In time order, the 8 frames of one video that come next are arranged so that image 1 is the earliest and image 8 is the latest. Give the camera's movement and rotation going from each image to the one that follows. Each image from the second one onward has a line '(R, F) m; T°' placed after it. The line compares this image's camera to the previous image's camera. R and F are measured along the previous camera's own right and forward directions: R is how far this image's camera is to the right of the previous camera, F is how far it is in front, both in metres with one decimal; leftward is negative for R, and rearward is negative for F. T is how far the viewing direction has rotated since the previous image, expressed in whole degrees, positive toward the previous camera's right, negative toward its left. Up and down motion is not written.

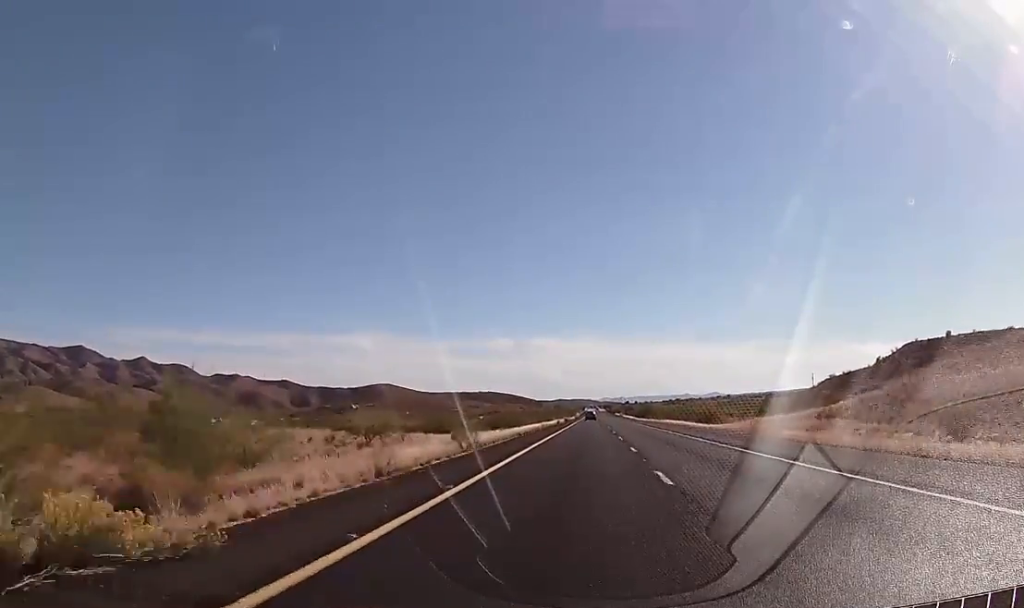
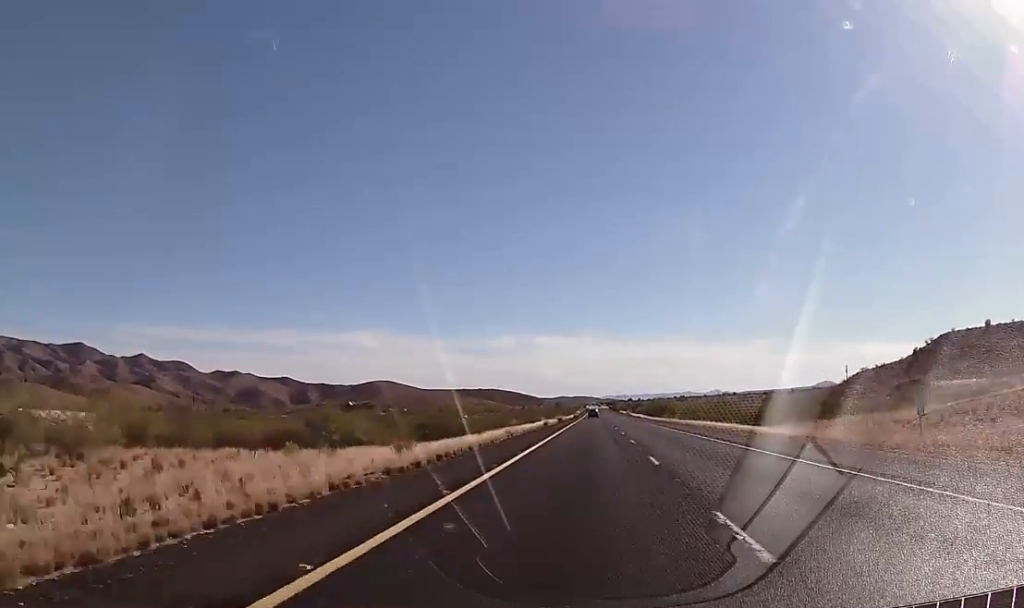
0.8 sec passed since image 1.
(-0.5, +31.6) m; -1°
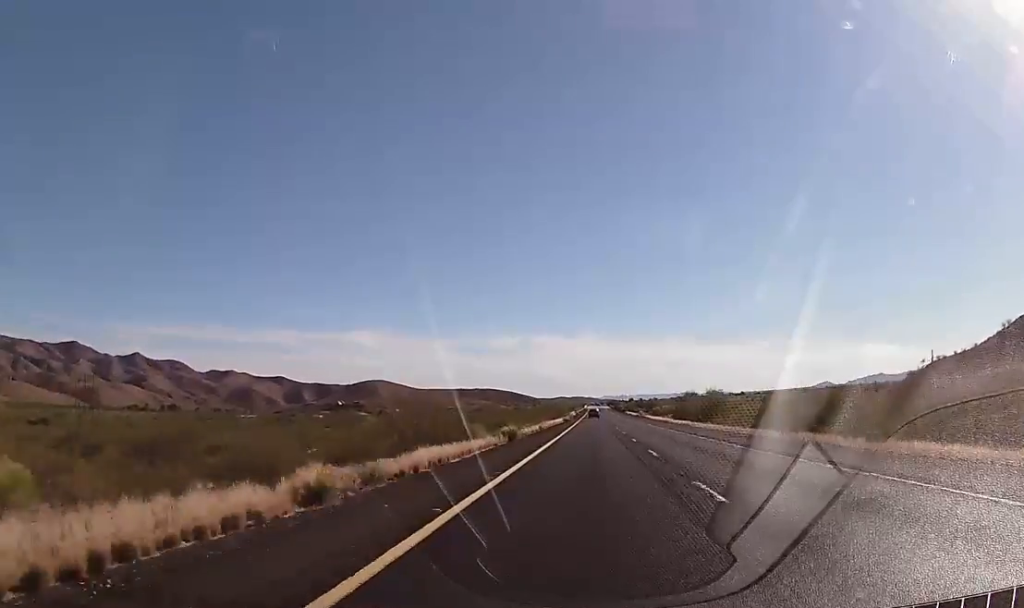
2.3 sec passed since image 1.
(+0.1, +56.8) m; 0°
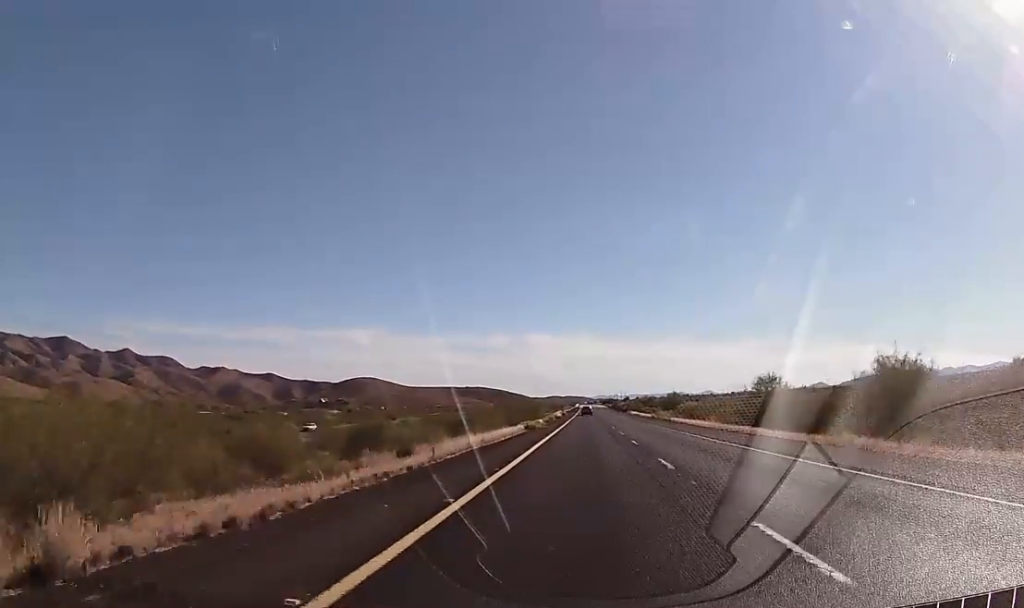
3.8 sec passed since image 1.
(+0.4, +54.0) m; +1°
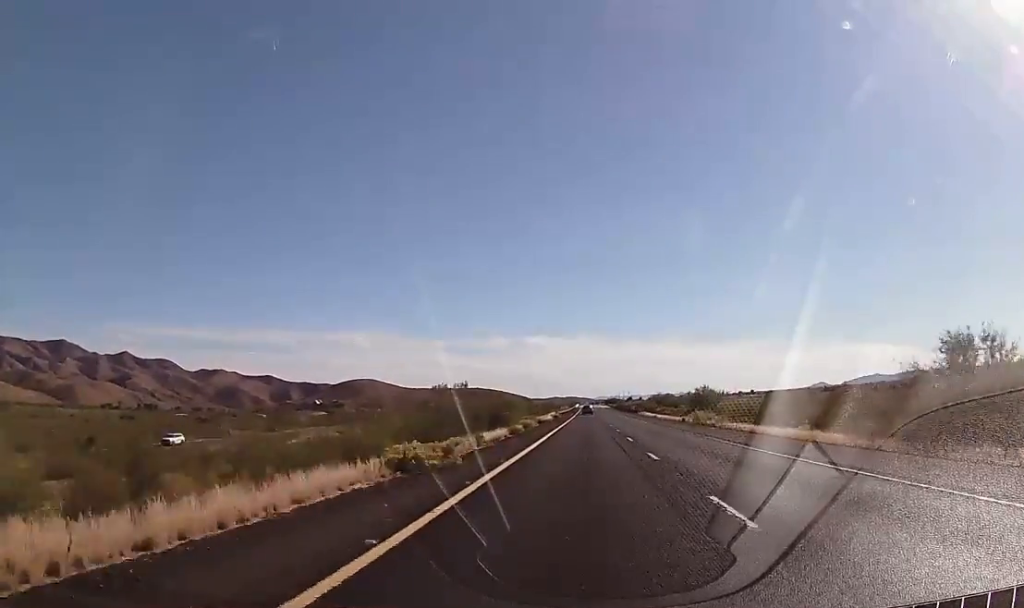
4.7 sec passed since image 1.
(0.0, +34.1) m; 0°
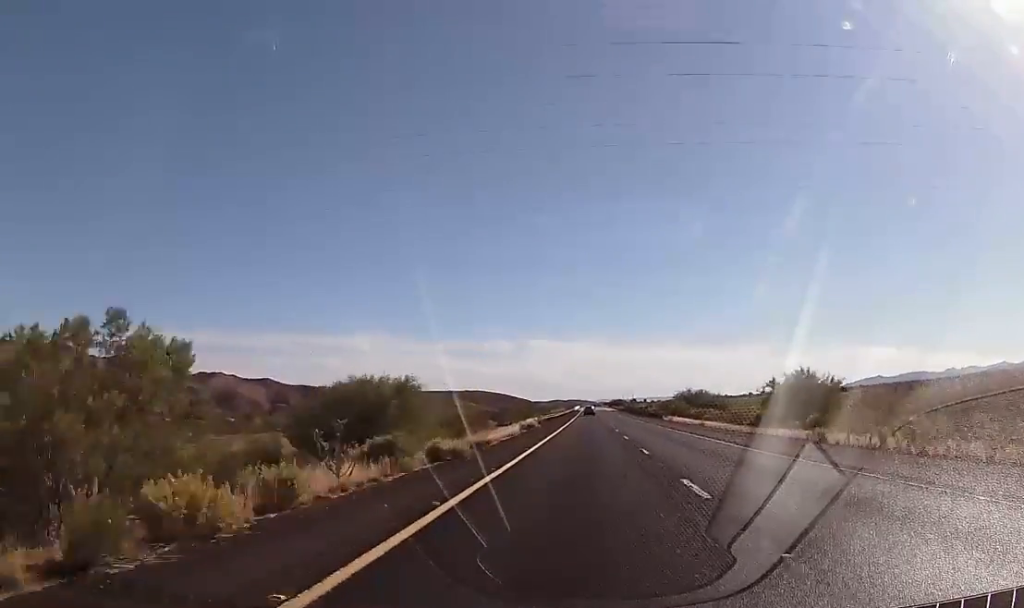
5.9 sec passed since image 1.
(-0.3, +45.6) m; 0°
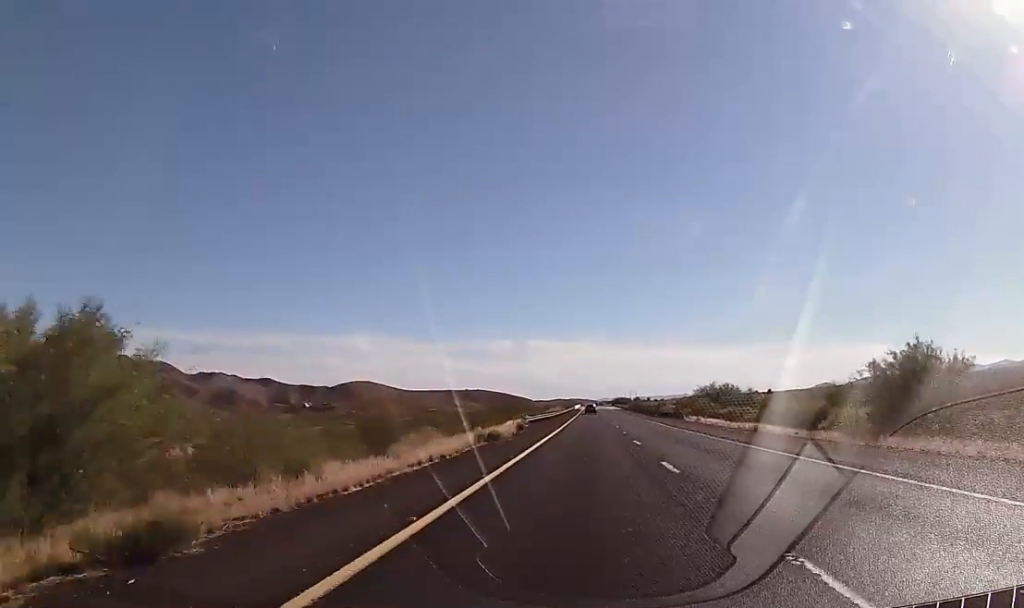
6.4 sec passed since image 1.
(0.0, +20.2) m; 0°
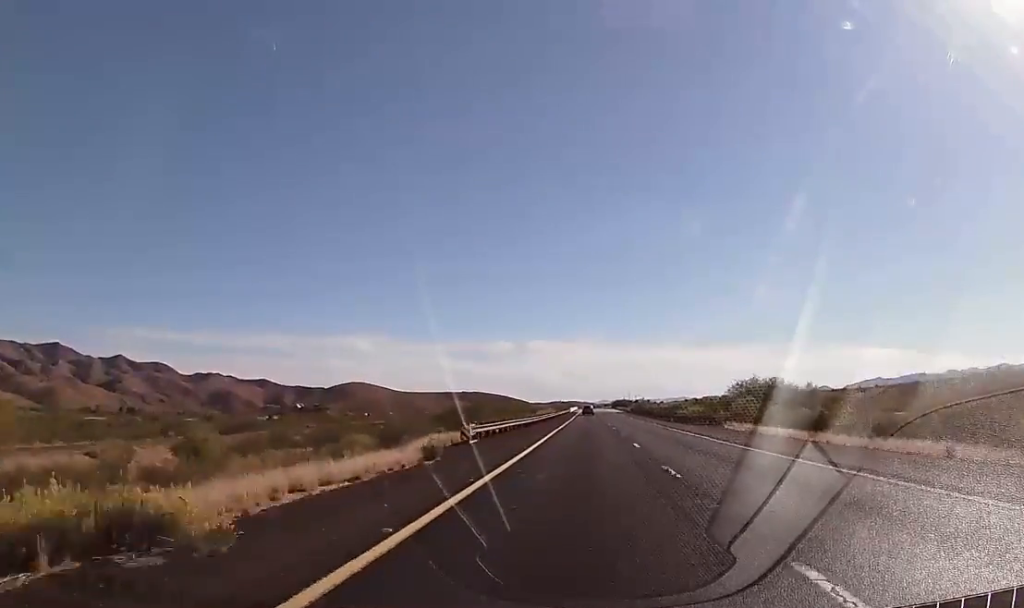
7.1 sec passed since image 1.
(0.0, +25.4) m; 0°
